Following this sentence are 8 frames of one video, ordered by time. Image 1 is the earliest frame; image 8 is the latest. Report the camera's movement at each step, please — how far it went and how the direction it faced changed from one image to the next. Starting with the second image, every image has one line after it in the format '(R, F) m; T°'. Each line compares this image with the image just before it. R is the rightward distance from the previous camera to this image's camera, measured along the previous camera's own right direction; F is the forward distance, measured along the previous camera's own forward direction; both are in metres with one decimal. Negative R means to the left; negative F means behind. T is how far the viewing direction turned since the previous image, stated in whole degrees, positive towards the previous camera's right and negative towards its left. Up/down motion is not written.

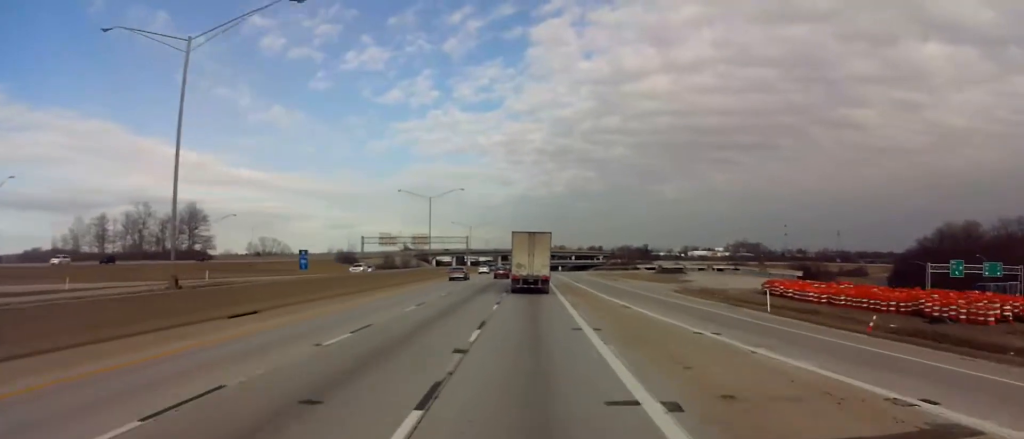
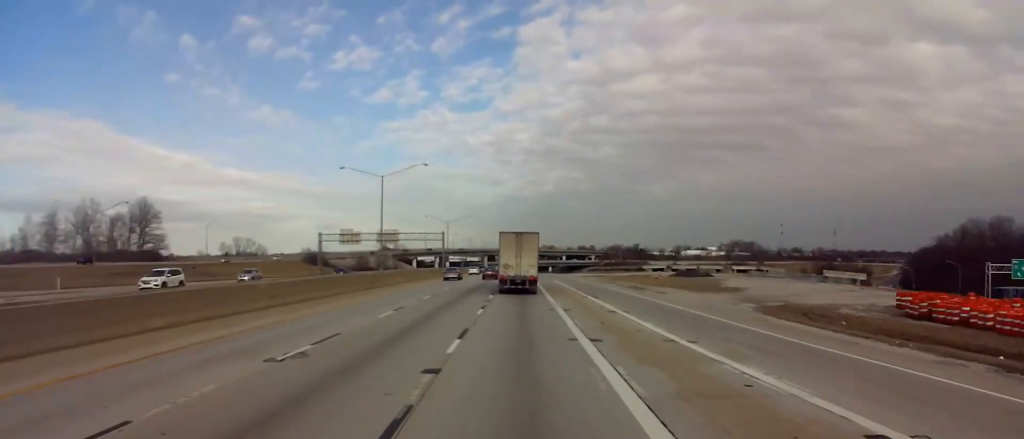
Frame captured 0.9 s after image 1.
(0.0, +27.0) m; 0°
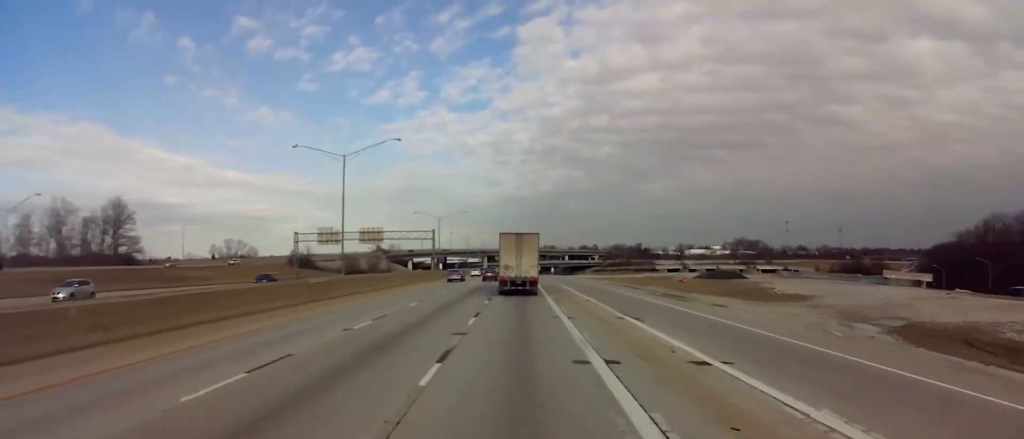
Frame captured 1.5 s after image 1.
(+0.1, +16.3) m; 0°
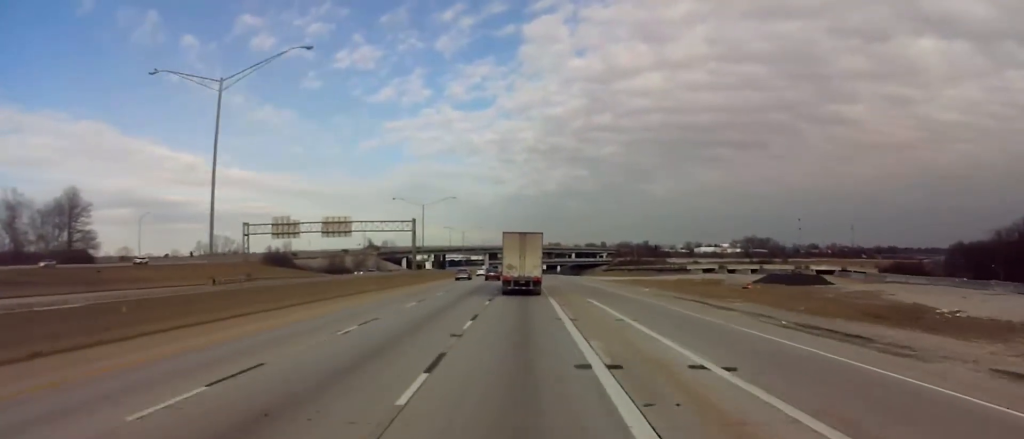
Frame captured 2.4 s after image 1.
(-0.1, +26.0) m; 0°
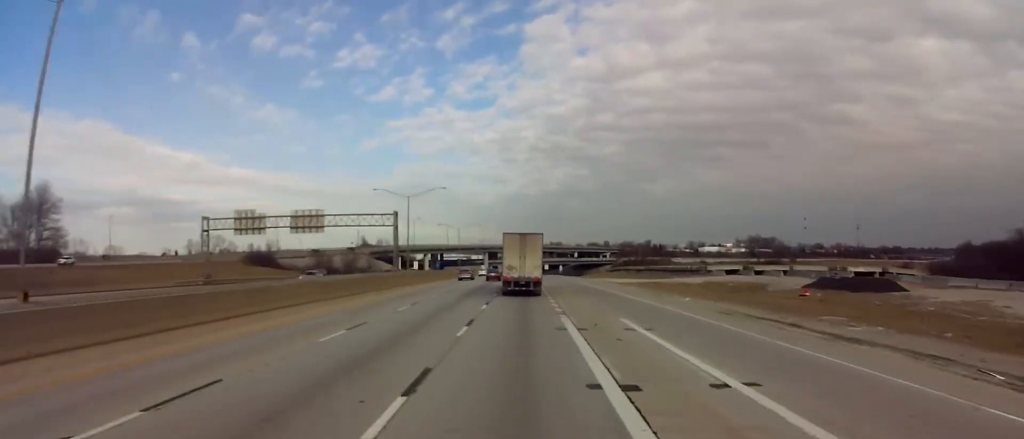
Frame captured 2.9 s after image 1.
(0.0, +14.3) m; 0°
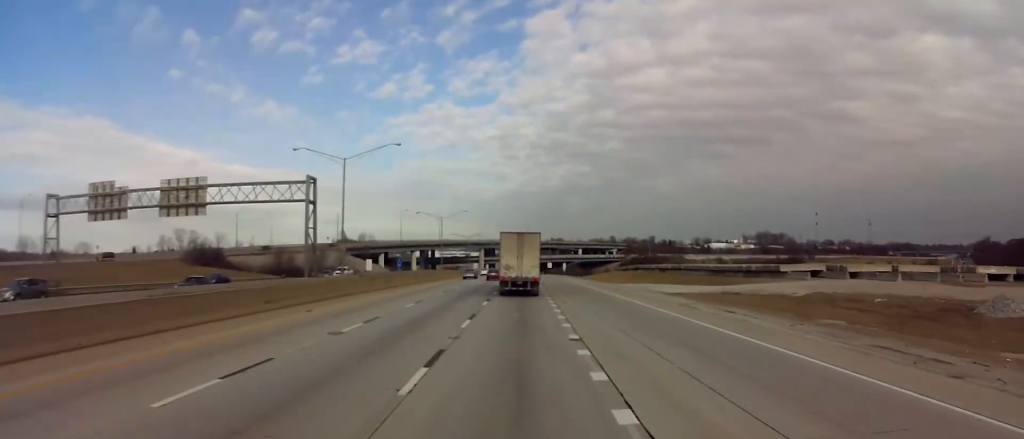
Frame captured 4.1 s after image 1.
(-0.2, +33.5) m; -1°
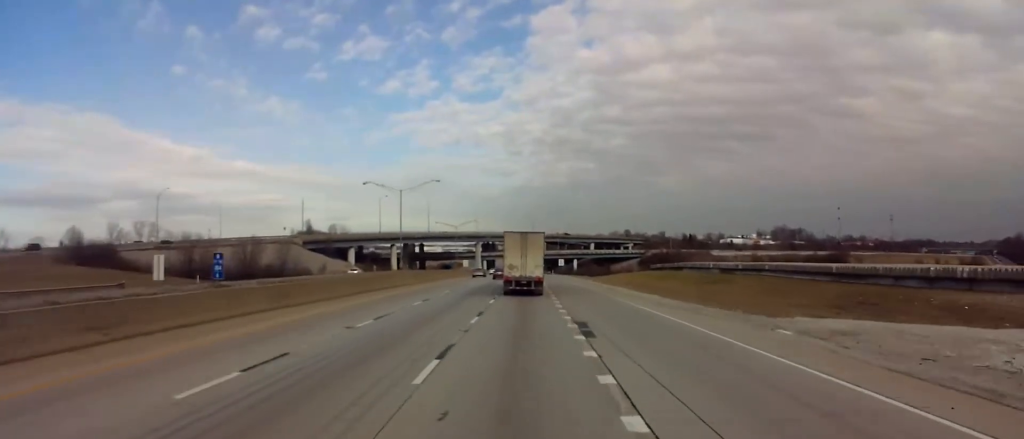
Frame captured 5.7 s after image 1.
(-0.1, +48.0) m; 0°
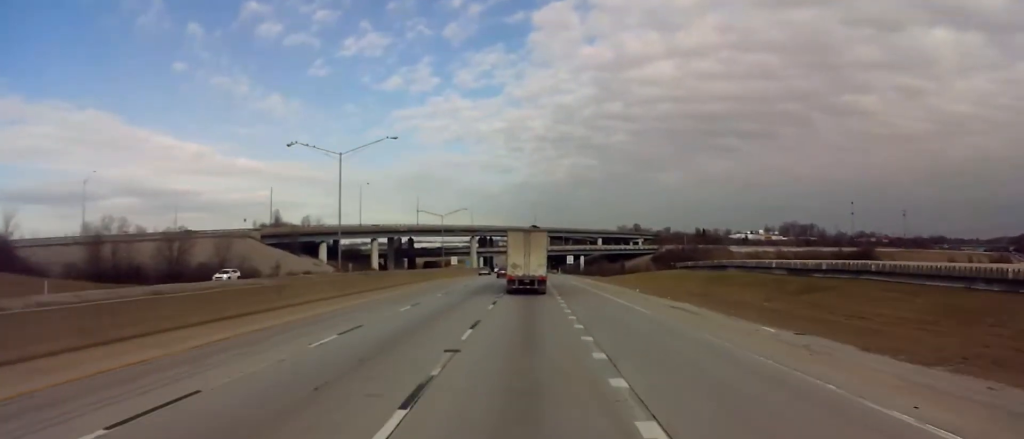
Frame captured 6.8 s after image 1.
(+0.3, +29.9) m; +1°
